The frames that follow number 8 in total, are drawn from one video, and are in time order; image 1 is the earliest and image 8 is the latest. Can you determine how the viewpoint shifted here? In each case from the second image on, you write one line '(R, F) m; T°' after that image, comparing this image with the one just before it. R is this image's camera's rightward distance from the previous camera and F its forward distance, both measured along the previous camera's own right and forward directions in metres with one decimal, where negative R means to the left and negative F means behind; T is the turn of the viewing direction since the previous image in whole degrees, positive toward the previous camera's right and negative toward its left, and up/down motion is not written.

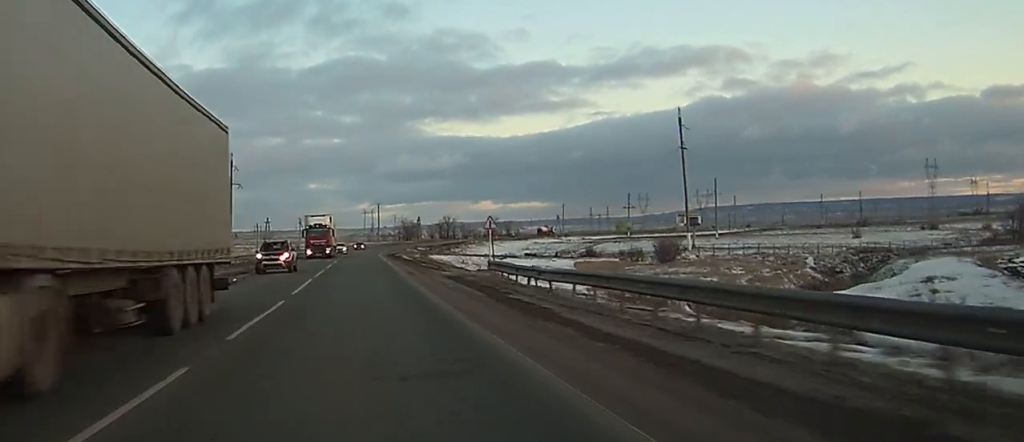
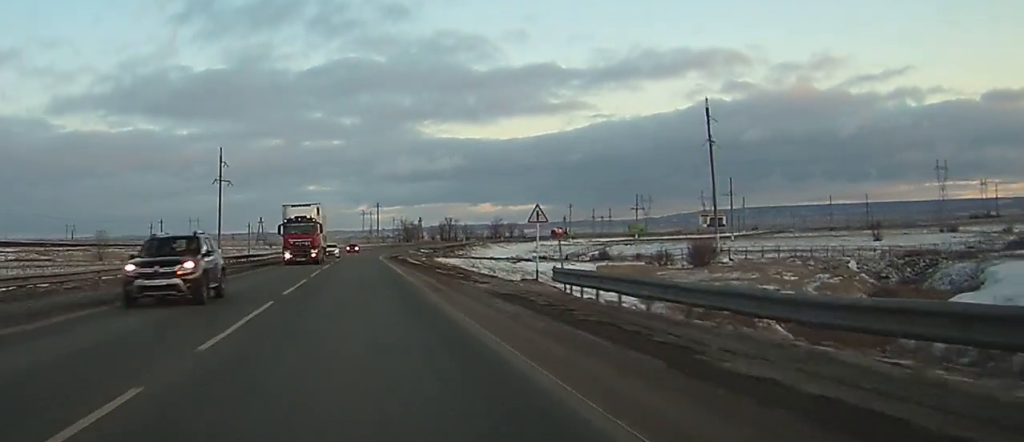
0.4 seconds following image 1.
(-0.1, +13.8) m; 0°
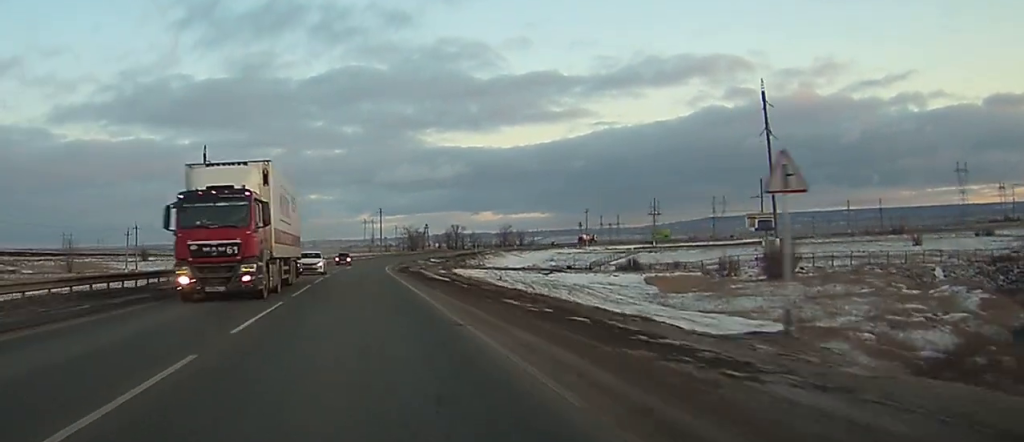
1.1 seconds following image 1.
(0.0, +21.0) m; 0°
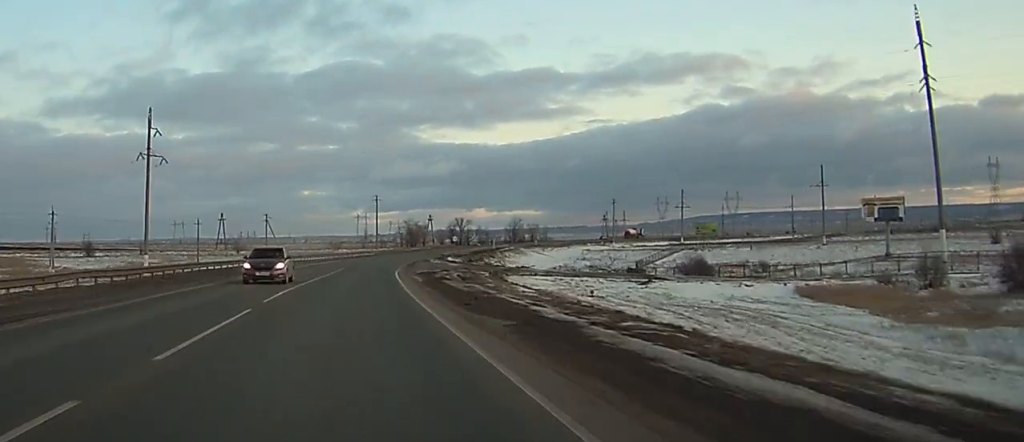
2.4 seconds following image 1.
(+0.2, +39.6) m; 0°
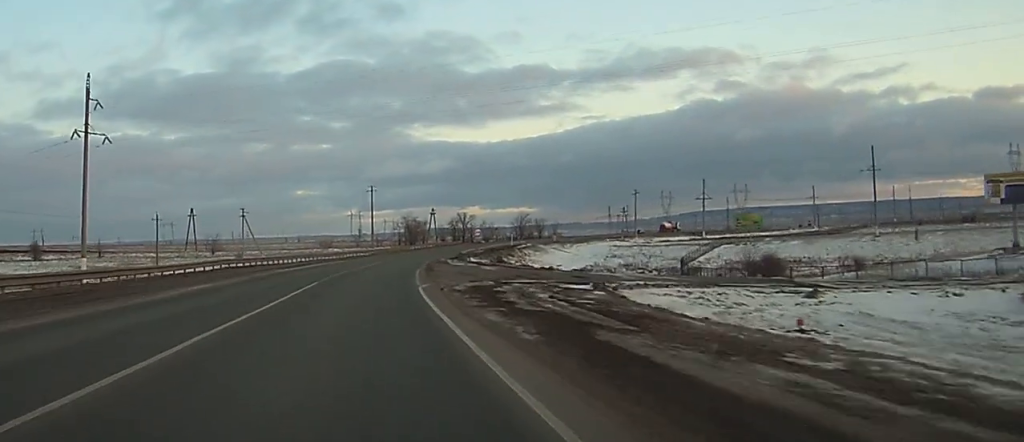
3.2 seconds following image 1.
(0.0, +26.7) m; 0°
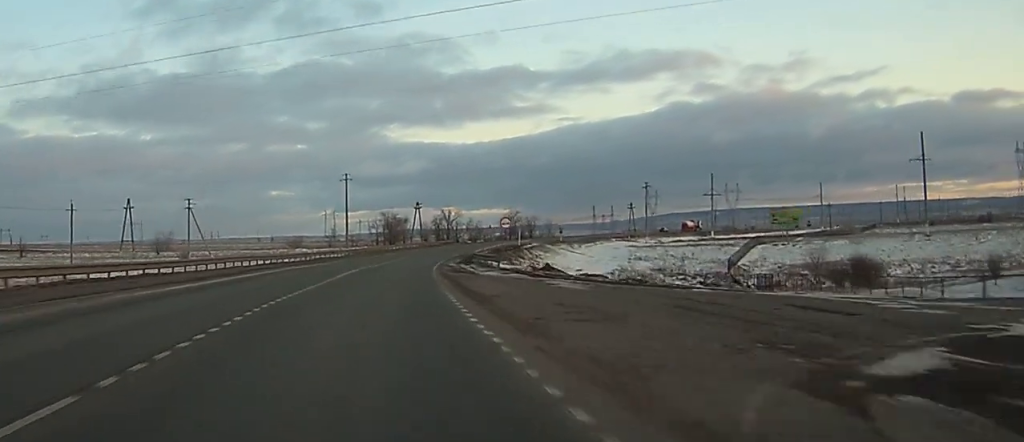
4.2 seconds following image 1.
(+0.1, +28.3) m; +1°
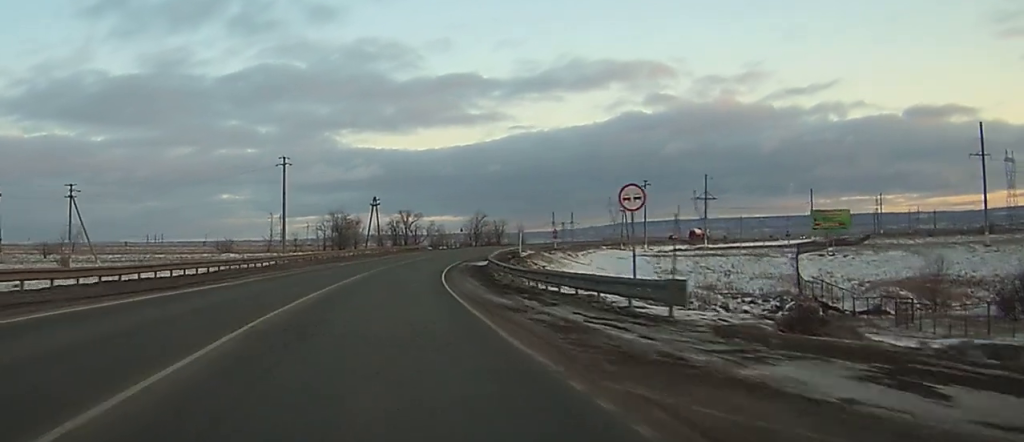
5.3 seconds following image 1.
(+0.4, +33.6) m; +2°
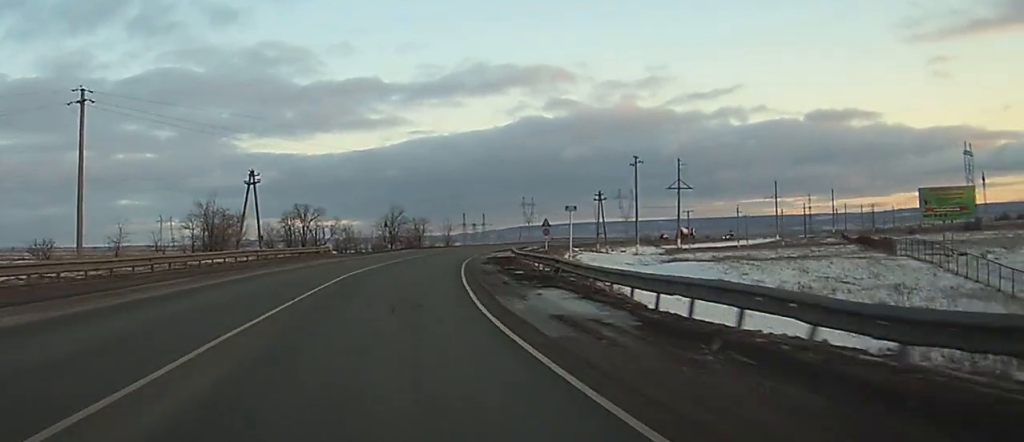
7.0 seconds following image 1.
(+2.0, +49.7) m; +5°
